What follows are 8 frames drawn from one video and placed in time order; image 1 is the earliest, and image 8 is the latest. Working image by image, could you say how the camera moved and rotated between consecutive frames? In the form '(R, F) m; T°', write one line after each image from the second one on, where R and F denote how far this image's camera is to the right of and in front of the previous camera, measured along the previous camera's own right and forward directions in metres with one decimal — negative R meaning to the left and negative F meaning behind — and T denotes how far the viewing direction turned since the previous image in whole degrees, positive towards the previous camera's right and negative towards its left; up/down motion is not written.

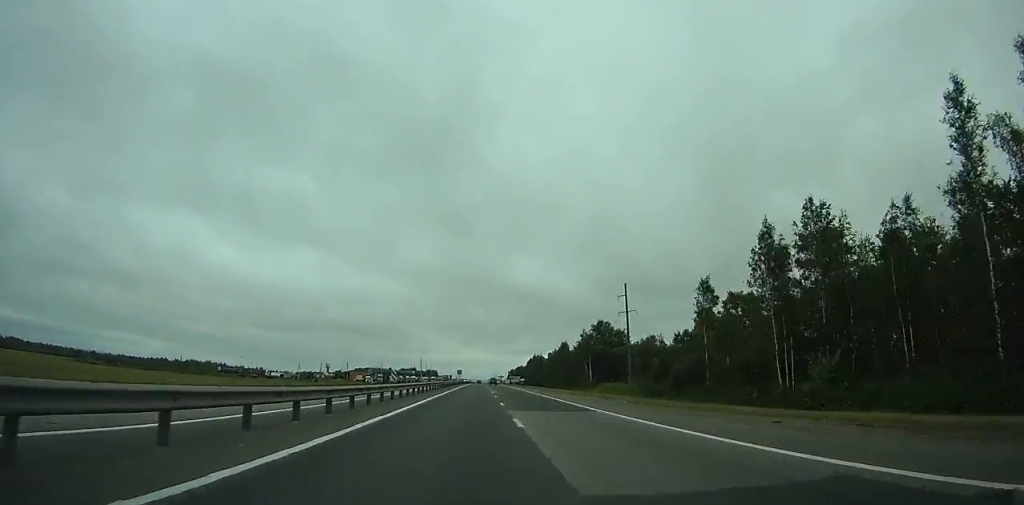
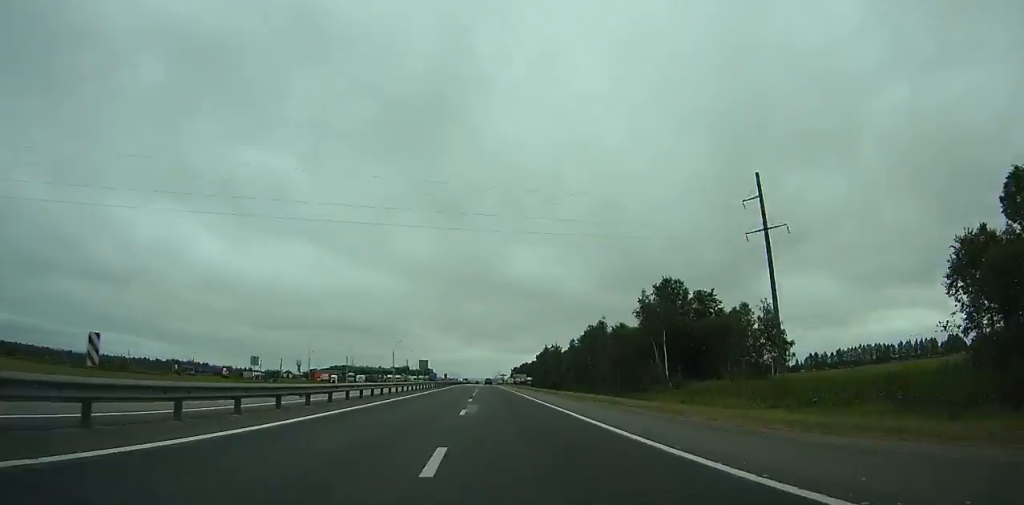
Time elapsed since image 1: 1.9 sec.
(+0.1, +55.4) m; 0°
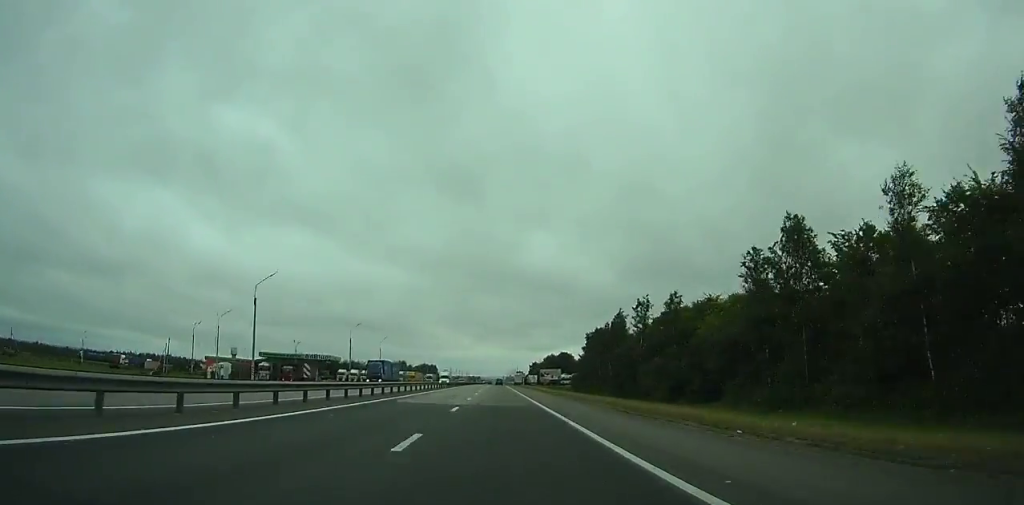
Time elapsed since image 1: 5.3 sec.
(+0.1, +95.1) m; 0°
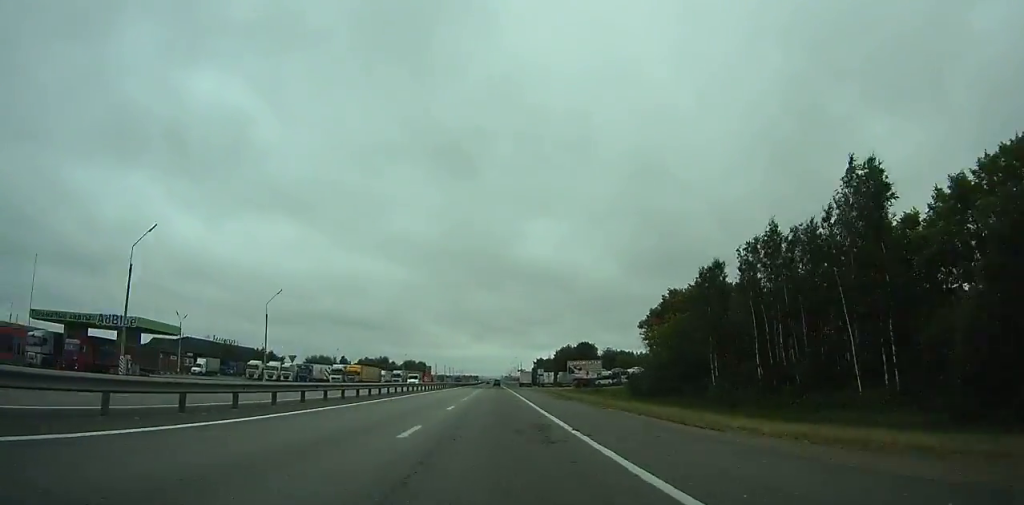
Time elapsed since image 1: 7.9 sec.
(-0.4, +69.5) m; -1°
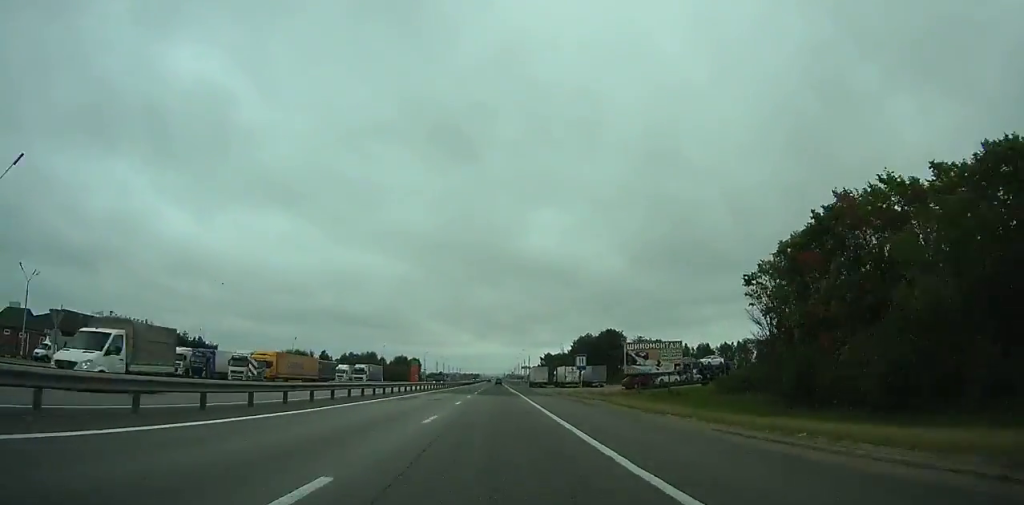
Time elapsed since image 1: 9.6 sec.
(-0.4, +43.9) m; 0°
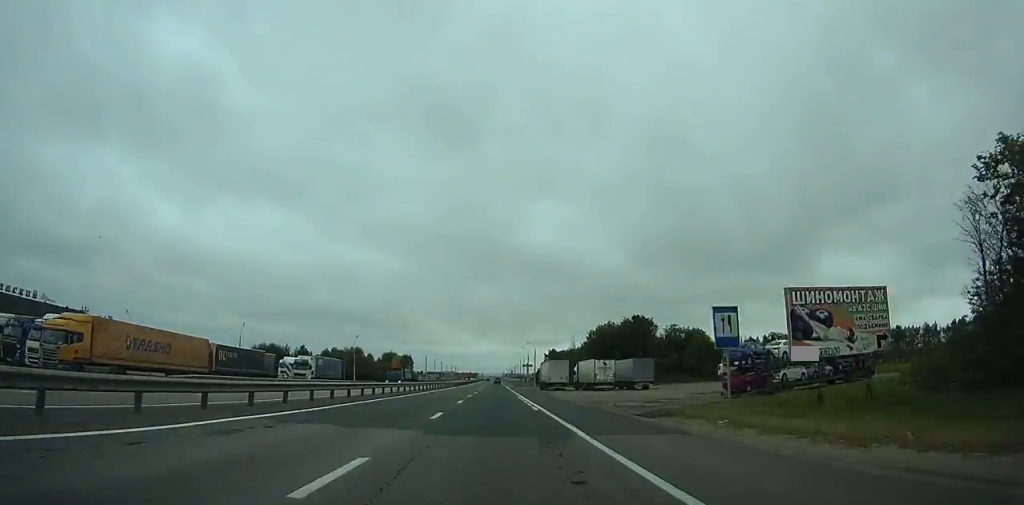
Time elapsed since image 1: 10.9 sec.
(0.0, +32.8) m; 0°
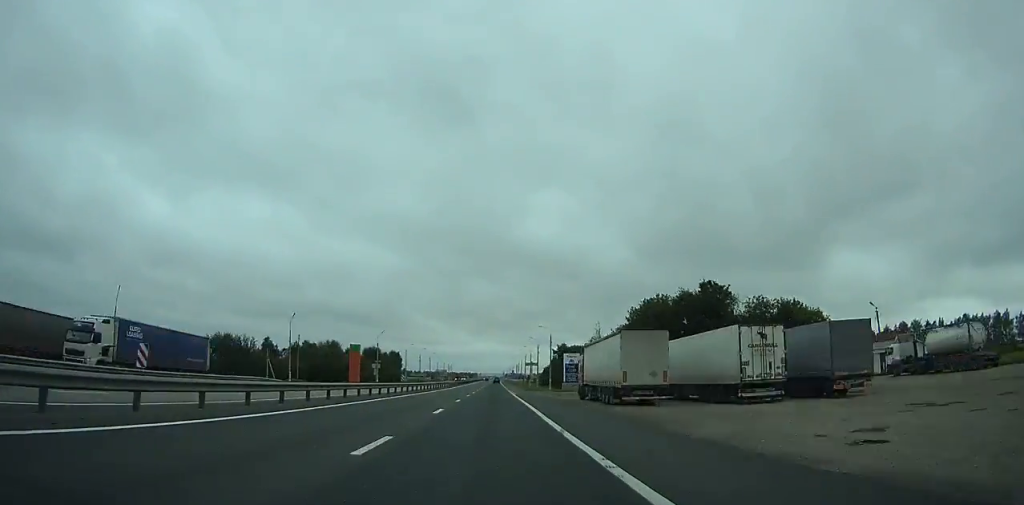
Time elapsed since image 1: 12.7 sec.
(+0.2, +44.6) m; 0°
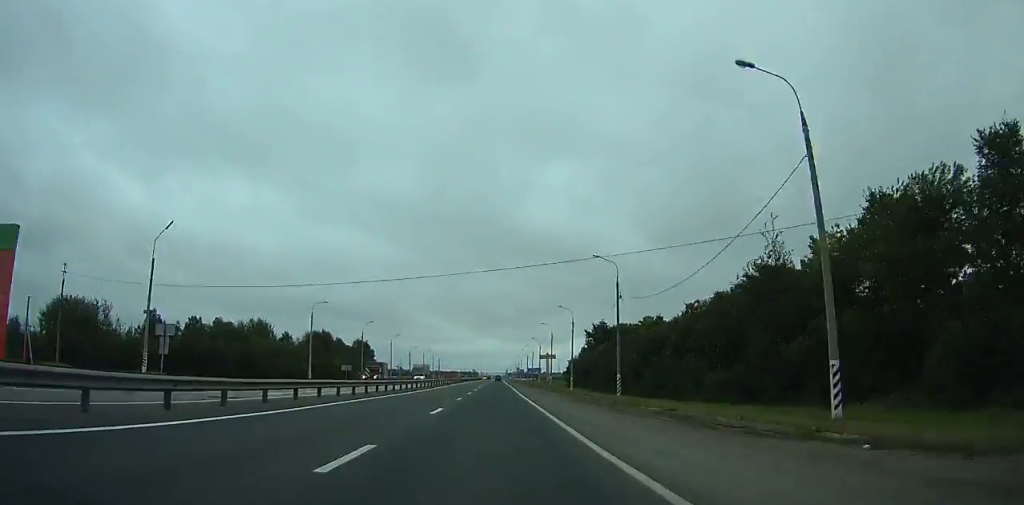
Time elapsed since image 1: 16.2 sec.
(-0.1, +84.3) m; 0°
